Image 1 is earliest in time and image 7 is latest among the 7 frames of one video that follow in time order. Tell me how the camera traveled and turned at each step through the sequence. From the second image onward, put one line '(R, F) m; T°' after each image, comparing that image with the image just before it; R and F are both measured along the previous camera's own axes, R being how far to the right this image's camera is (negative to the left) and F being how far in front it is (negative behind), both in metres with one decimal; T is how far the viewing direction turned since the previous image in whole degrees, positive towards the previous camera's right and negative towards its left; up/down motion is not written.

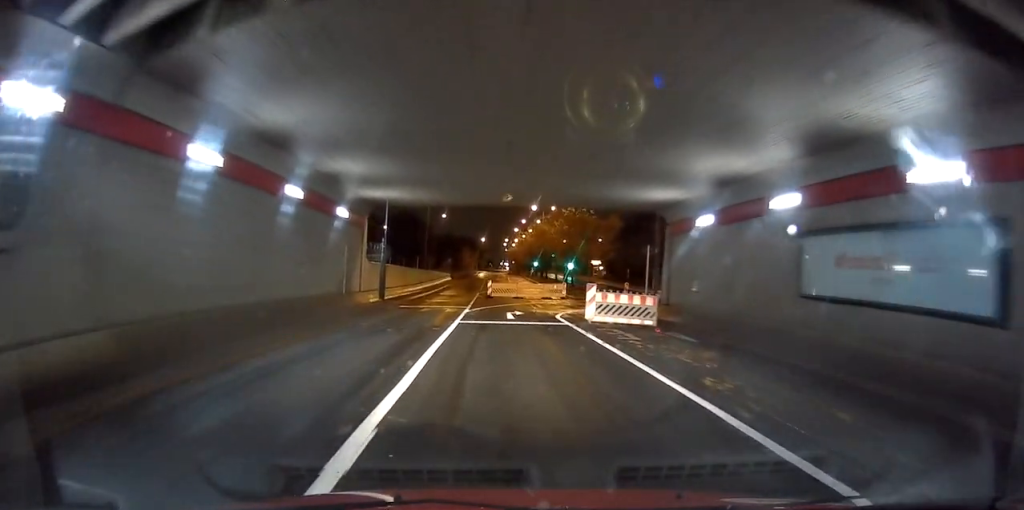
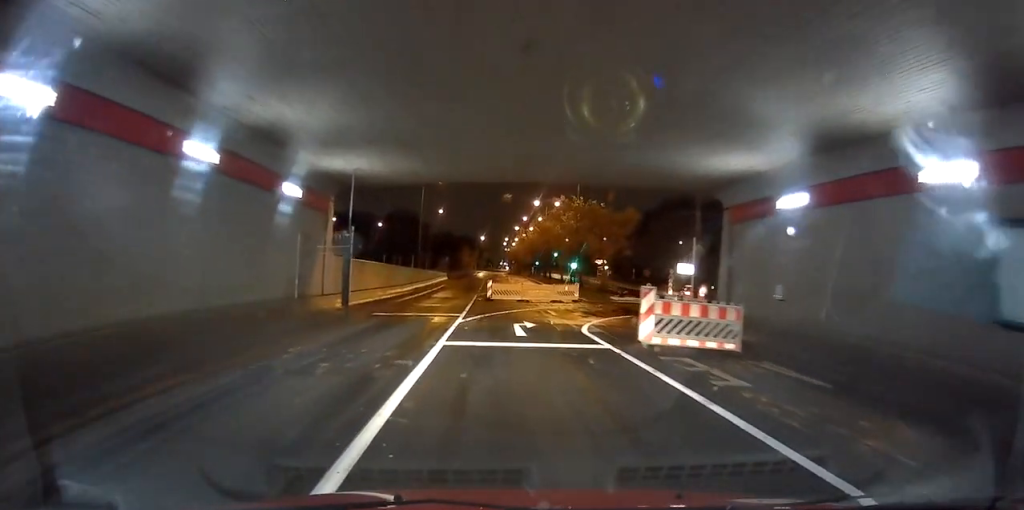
(-0.1, +6.8) m; 0°
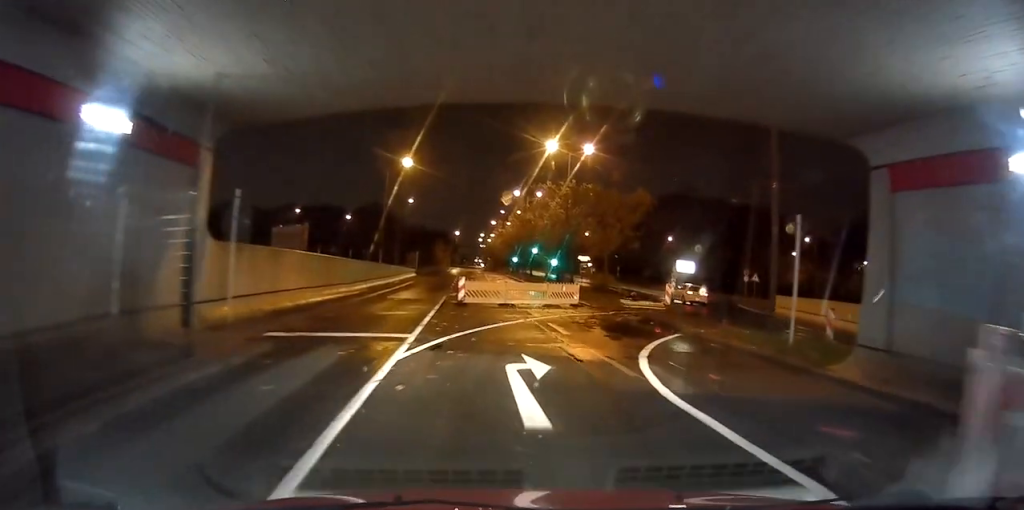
(0.0, +11.1) m; +7°
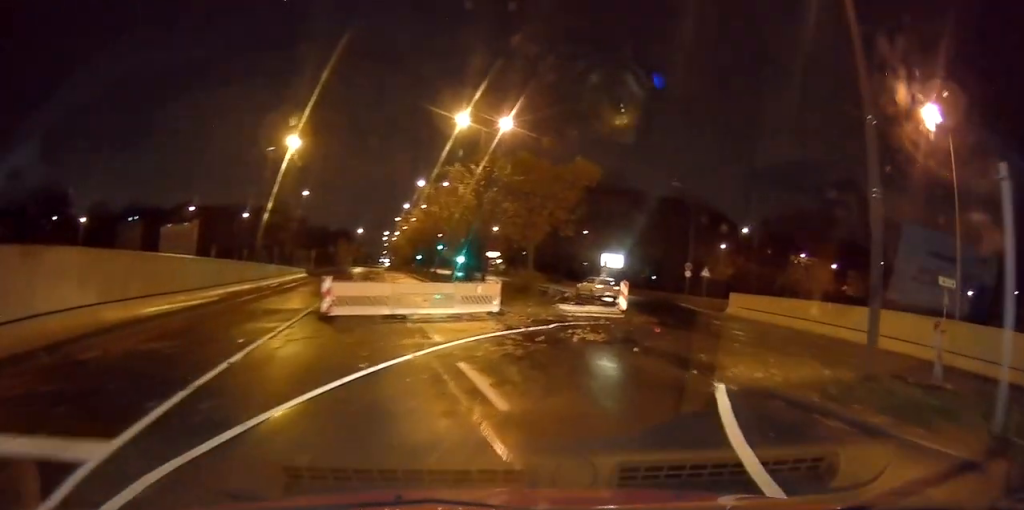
(+1.5, +11.2) m; +11°
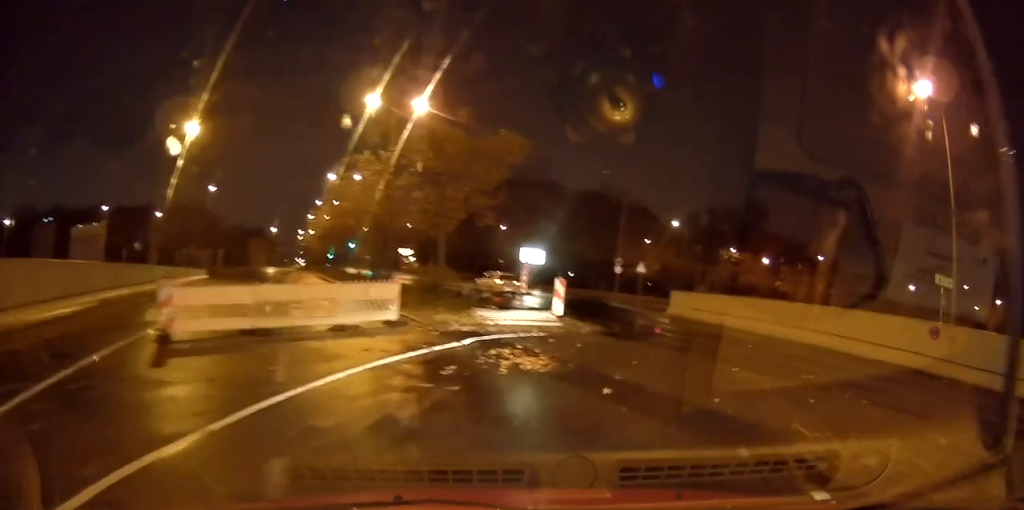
(+0.5, +6.6) m; +2°
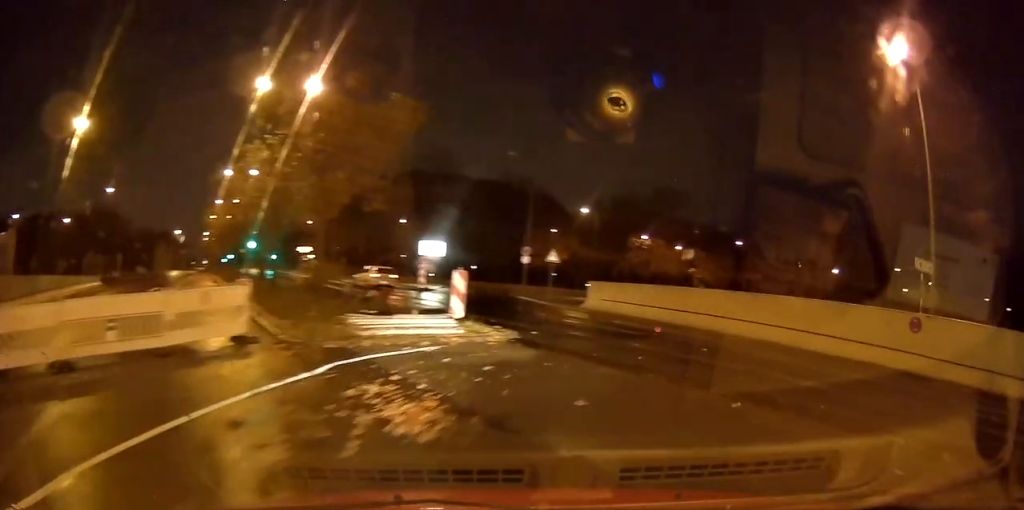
(-0.4, +5.2) m; -1°
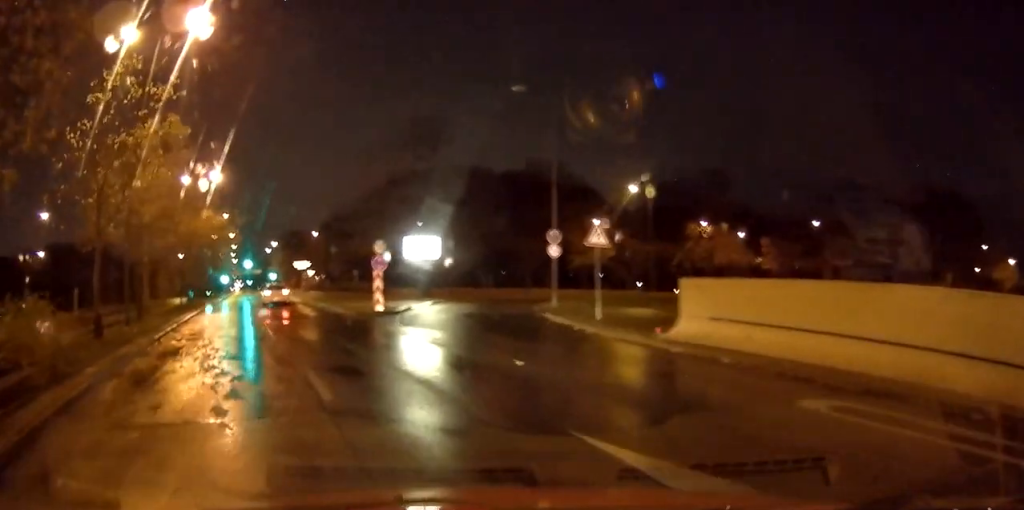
(+2.4, +20.2) m; +8°
